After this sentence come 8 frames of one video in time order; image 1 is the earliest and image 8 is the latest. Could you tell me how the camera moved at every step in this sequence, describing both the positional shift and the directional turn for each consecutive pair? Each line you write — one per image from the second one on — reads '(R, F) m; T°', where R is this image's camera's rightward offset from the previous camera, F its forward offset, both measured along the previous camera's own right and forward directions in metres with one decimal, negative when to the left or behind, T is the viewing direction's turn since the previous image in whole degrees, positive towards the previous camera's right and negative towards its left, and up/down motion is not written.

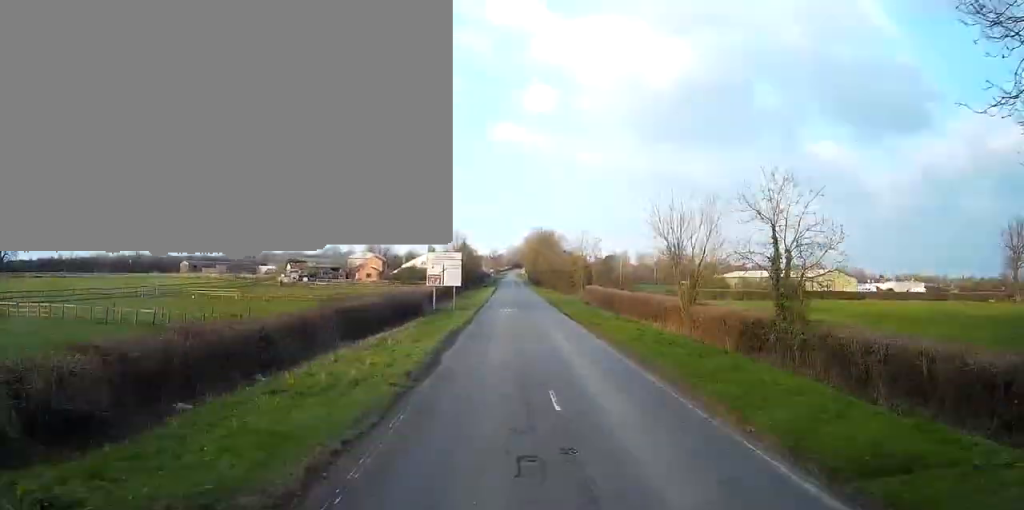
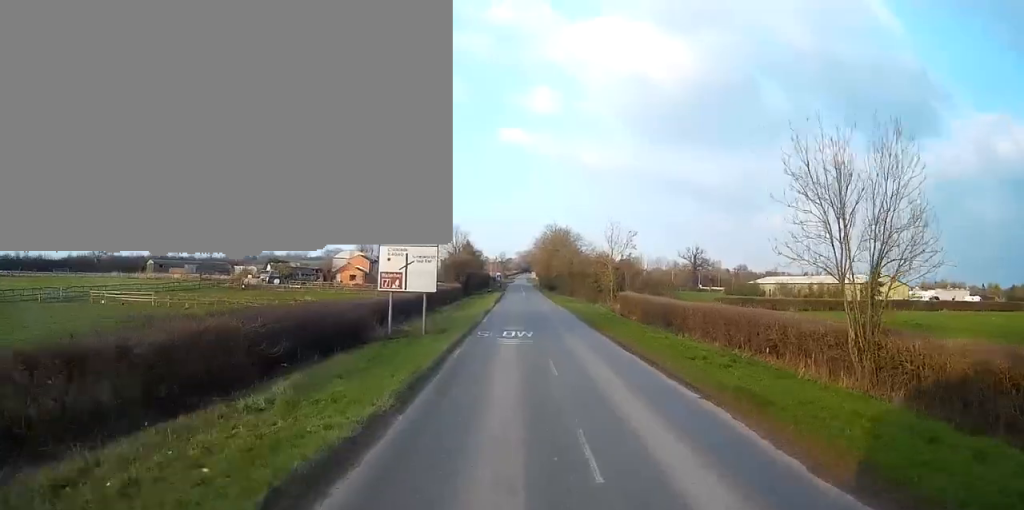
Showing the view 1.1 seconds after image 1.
(+0.5, +21.6) m; +2°
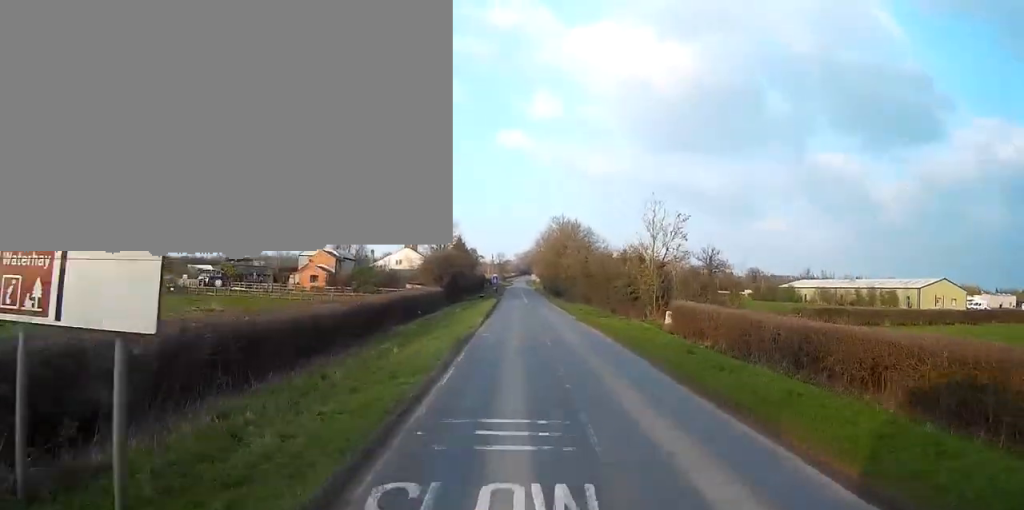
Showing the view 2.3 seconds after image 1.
(+0.1, +22.6) m; +3°
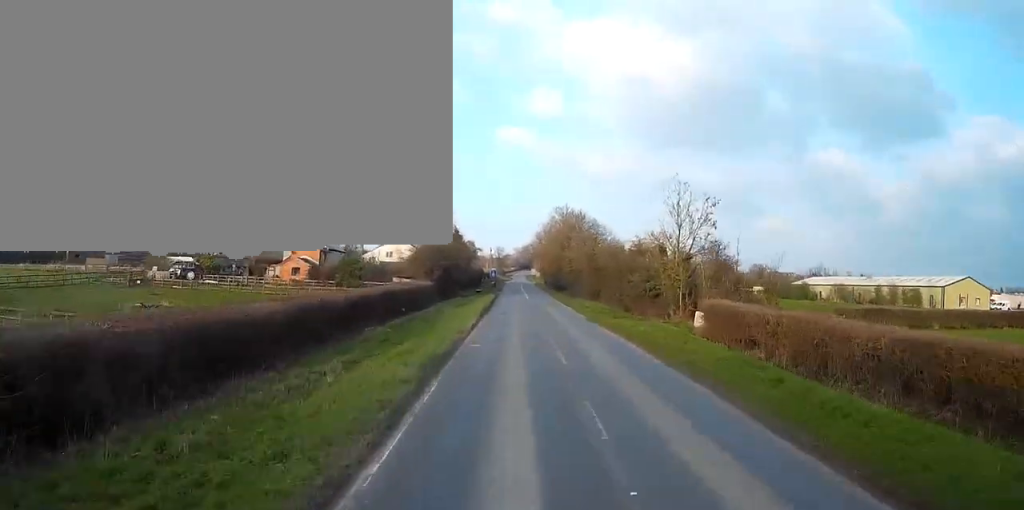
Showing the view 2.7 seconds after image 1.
(+0.3, +8.2) m; +1°
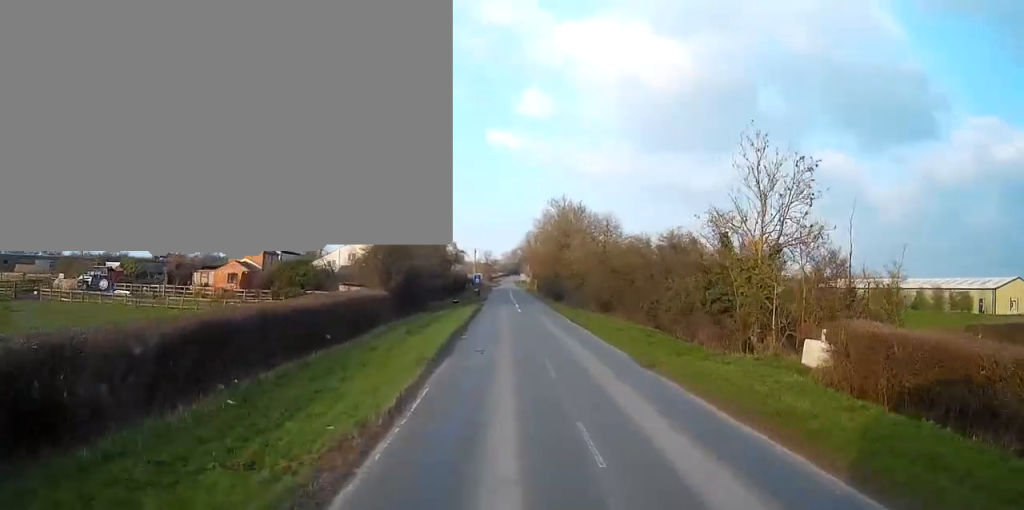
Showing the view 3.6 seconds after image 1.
(+0.4, +17.5) m; +2°
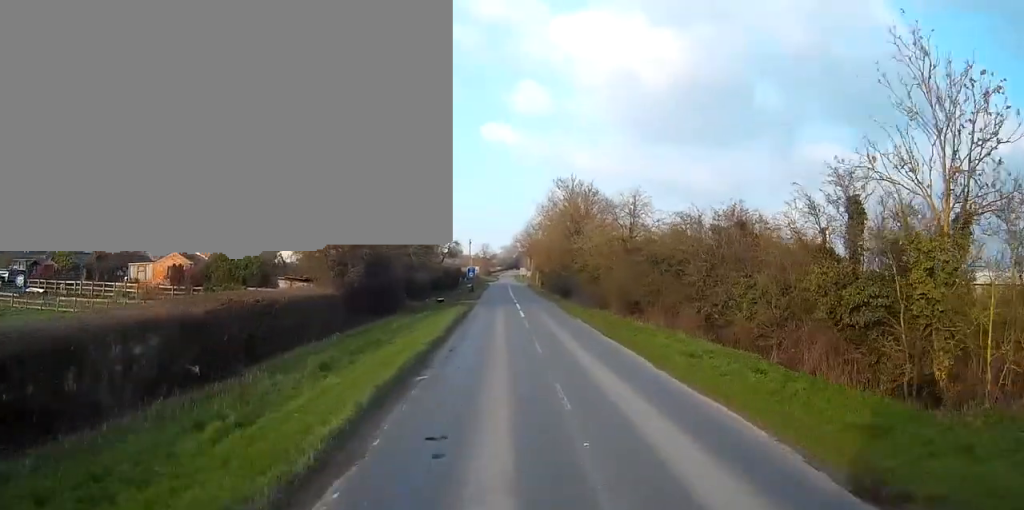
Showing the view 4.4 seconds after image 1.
(0.0, +13.4) m; 0°
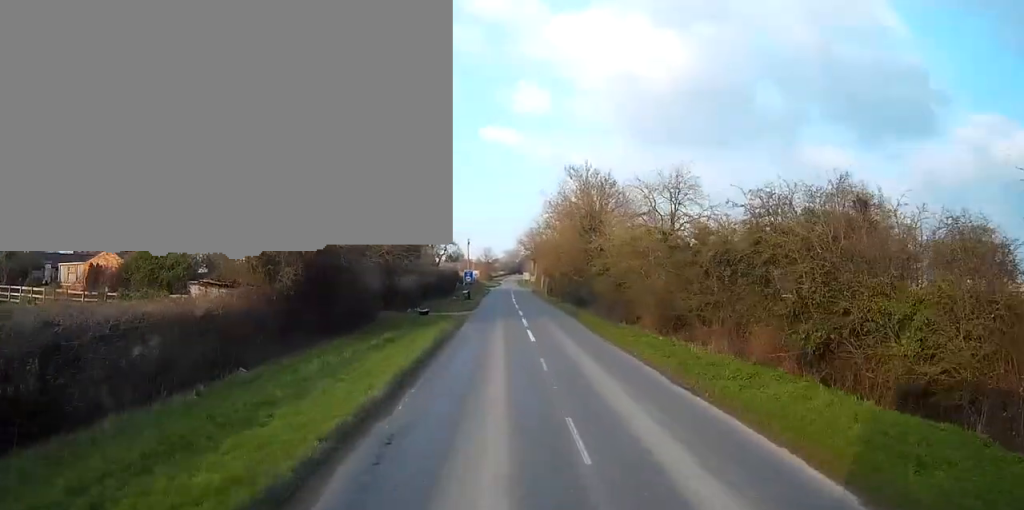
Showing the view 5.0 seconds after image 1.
(+0.2, +11.2) m; -2°
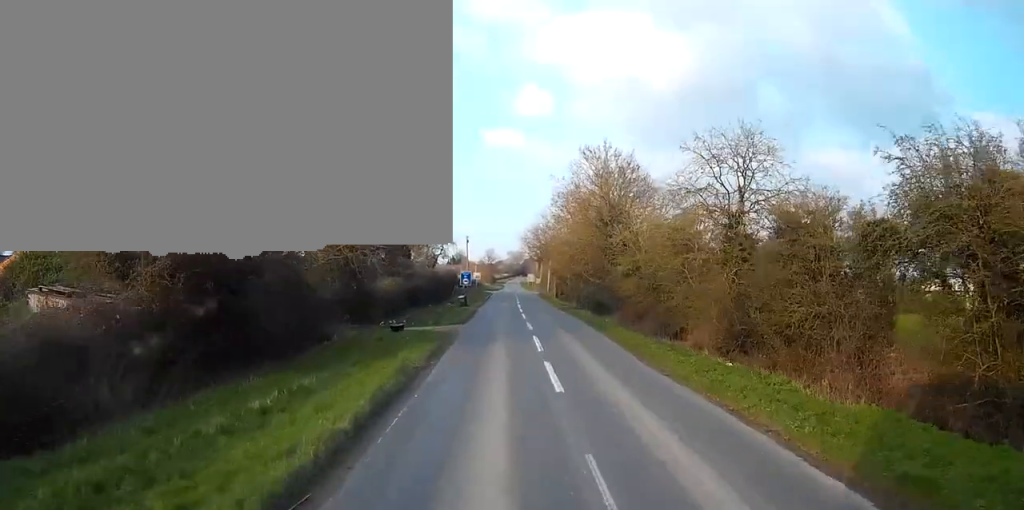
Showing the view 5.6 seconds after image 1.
(-0.2, +10.4) m; -2°
